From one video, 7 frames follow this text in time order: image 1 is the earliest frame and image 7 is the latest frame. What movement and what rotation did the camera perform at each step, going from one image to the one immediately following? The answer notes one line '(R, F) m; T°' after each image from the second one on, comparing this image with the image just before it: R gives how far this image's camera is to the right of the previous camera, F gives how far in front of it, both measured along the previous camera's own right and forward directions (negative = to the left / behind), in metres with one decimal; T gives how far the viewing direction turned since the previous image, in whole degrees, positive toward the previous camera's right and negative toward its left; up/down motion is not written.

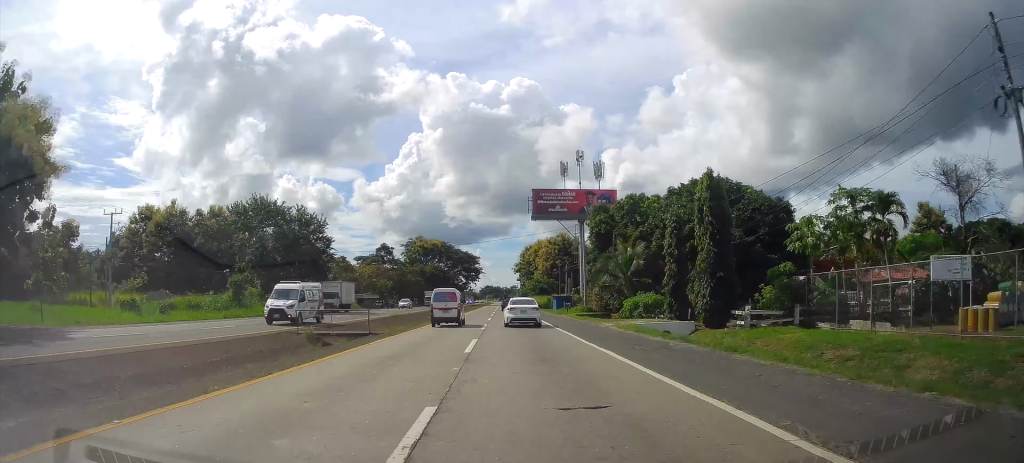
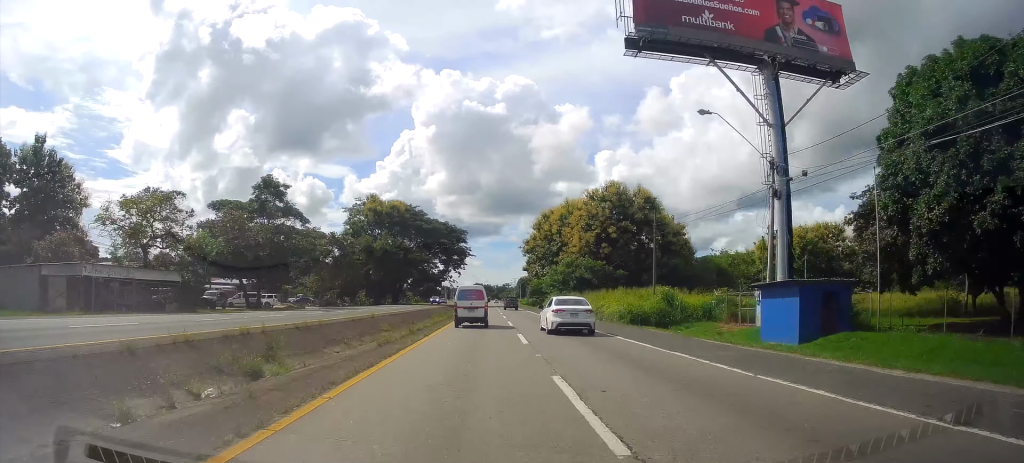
(-0.3, +71.5) m; 0°
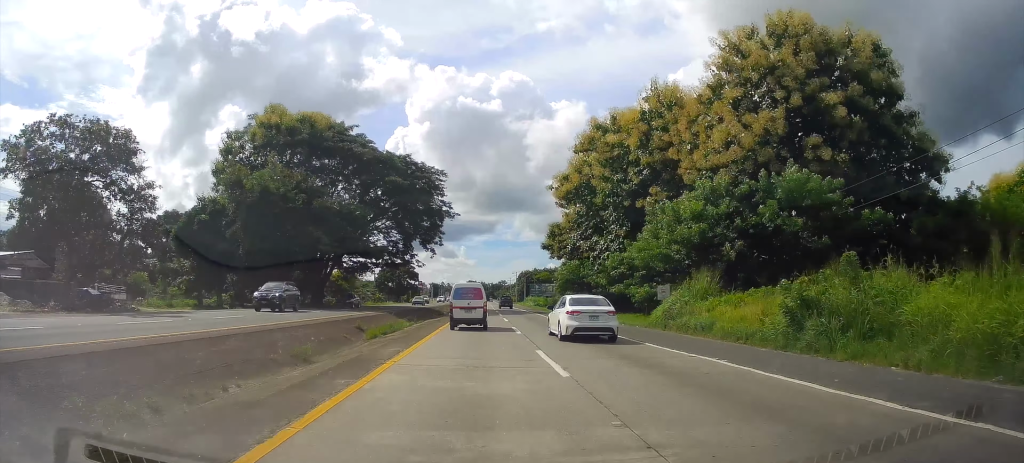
(+0.4, +55.8) m; +1°
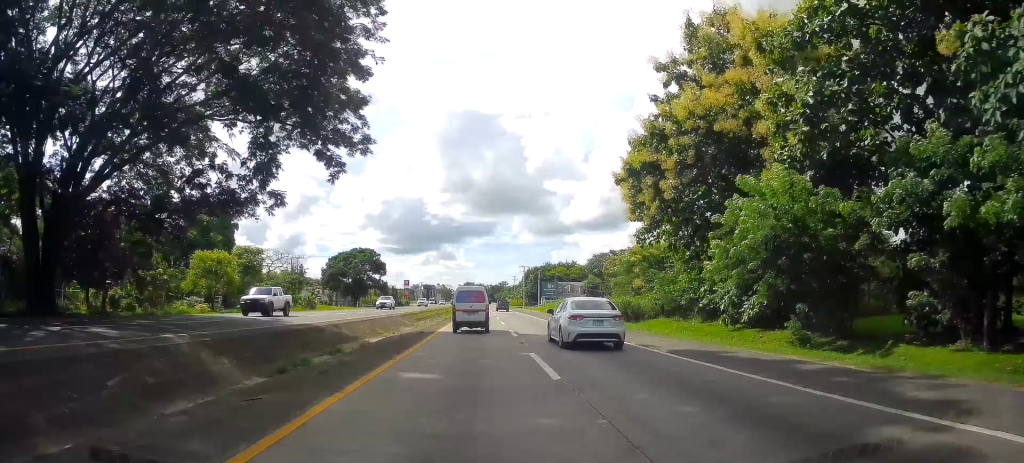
(+0.5, +49.3) m; 0°
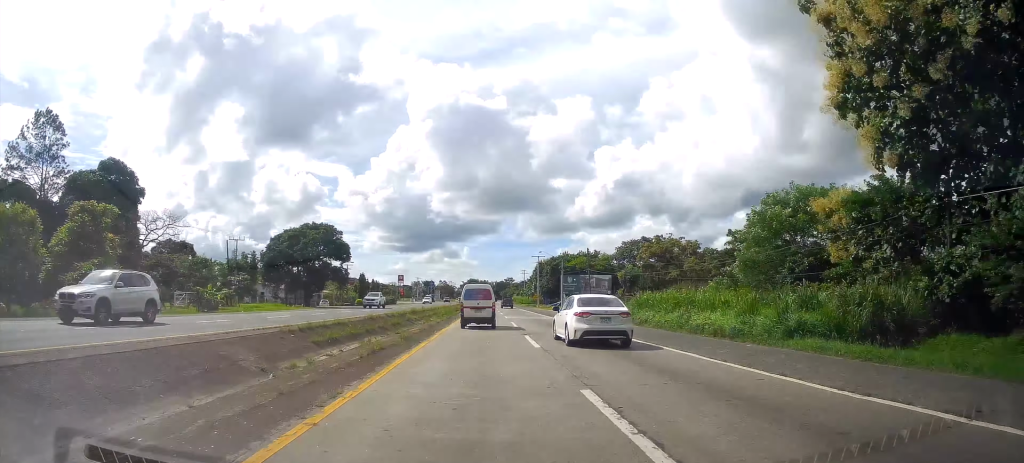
(-0.2, +31.1) m; 0°
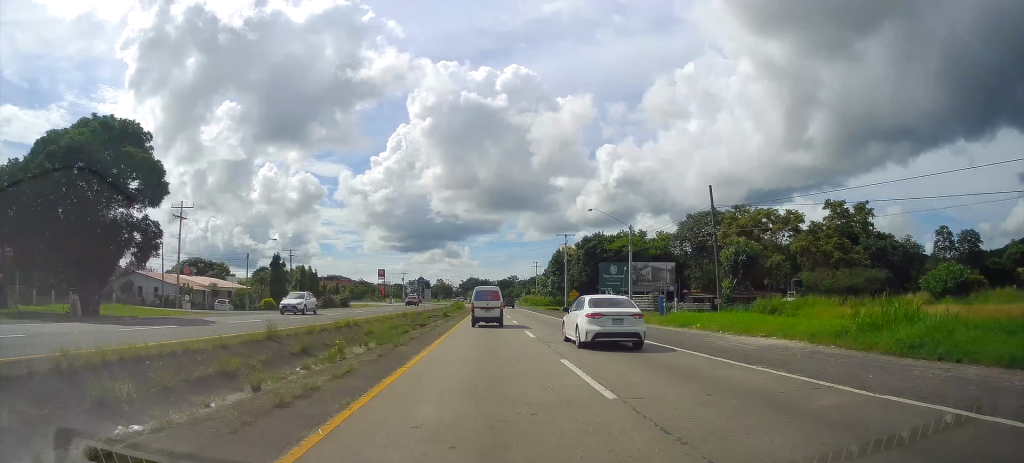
(-0.2, +44.8) m; -1°
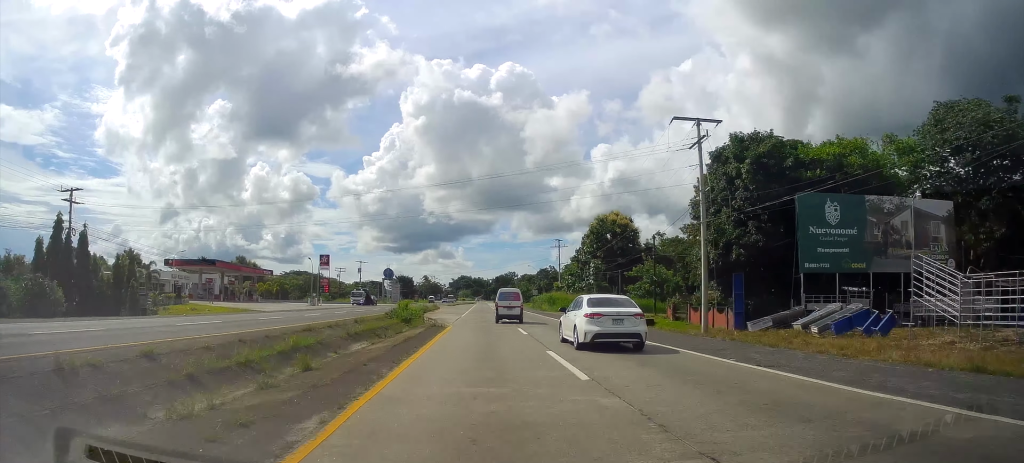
(-0.5, +60.2) m; 0°
